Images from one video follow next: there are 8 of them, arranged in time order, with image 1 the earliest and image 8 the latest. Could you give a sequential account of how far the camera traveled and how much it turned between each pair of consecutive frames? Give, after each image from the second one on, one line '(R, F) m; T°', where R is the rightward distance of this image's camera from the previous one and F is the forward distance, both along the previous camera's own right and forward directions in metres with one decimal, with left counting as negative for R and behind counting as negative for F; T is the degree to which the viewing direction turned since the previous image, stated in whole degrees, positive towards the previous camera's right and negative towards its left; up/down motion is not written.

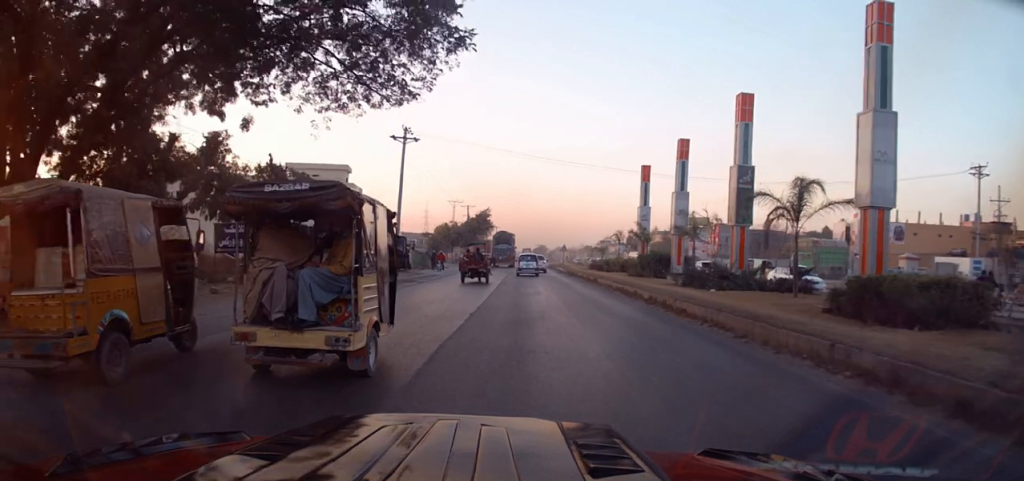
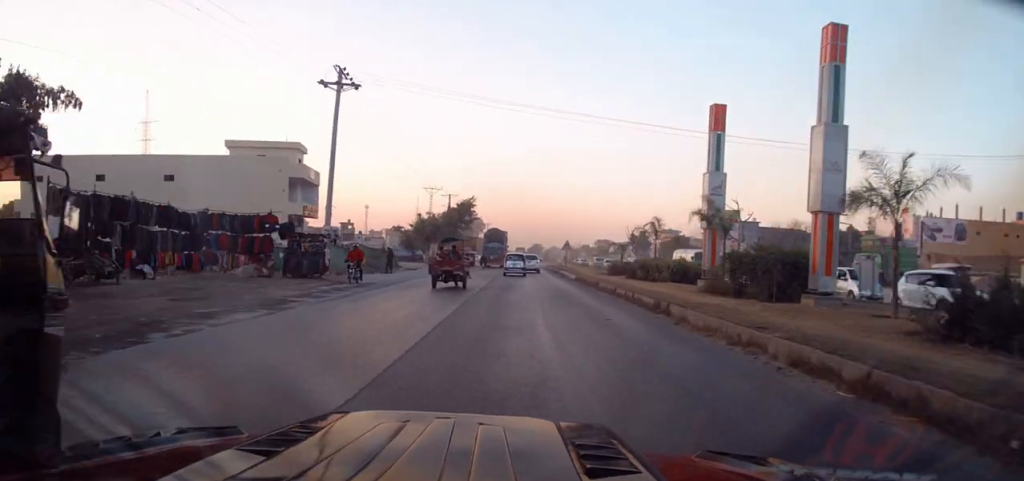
(-0.2, +21.2) m; -1°
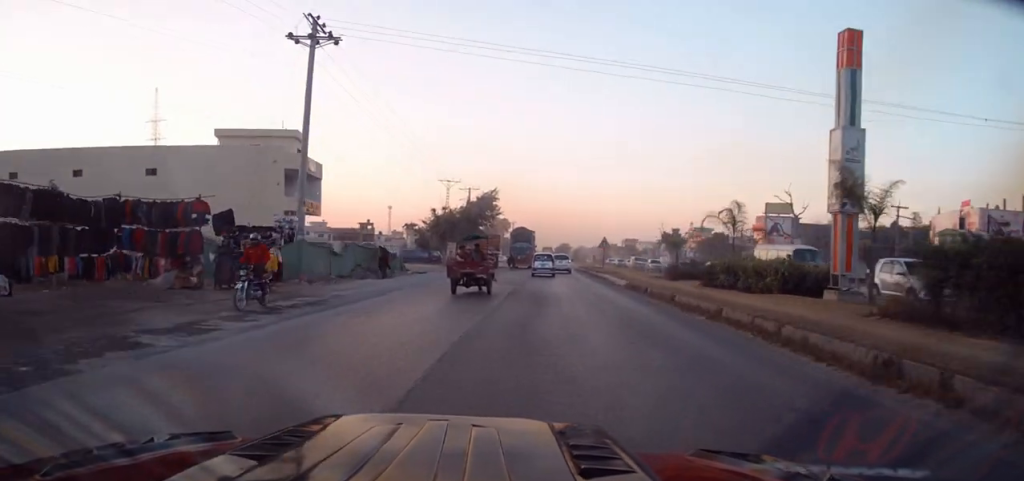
(0.0, +12.0) m; 0°
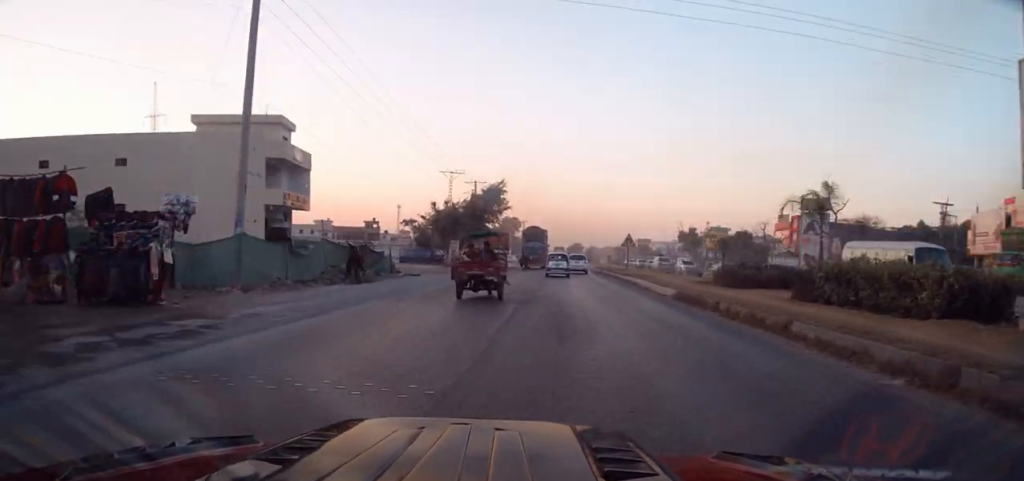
(-0.1, +10.2) m; 0°
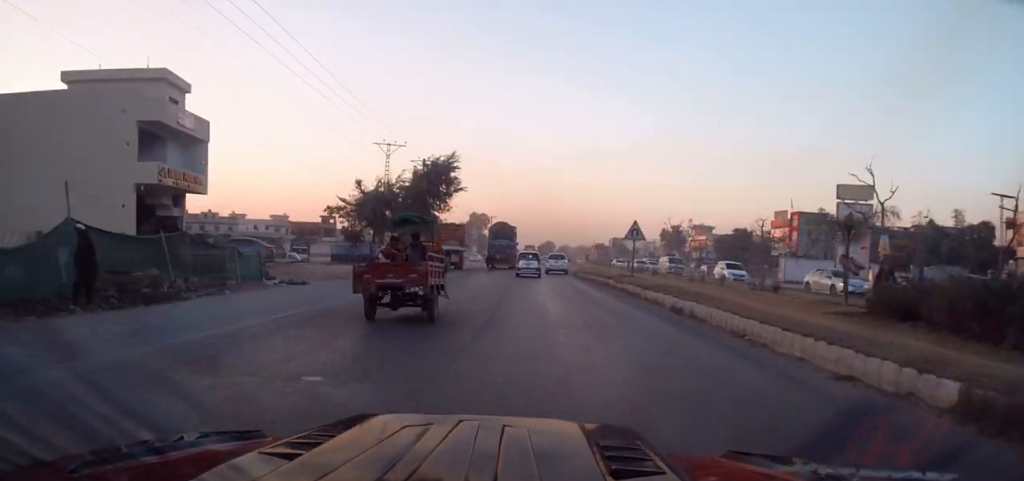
(+0.1, +25.0) m; 0°
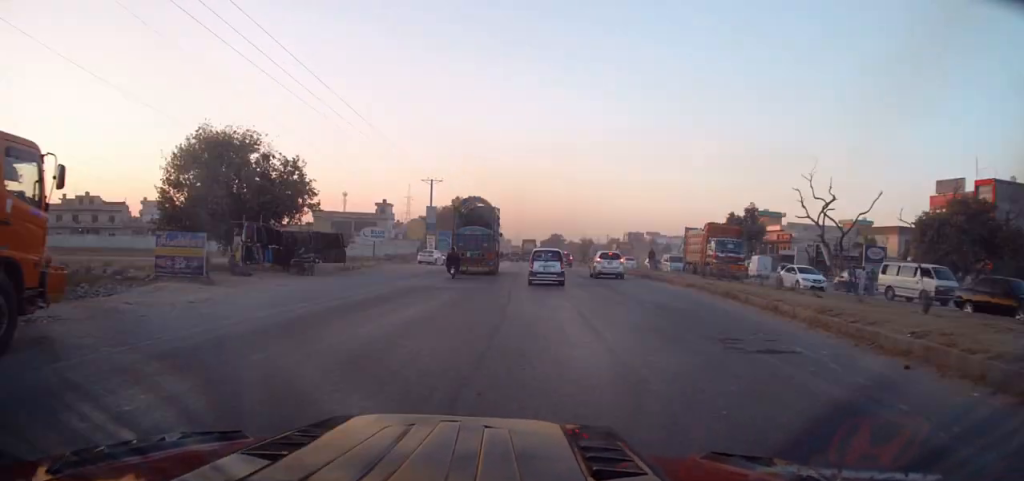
(0.0, +15.1) m; 0°
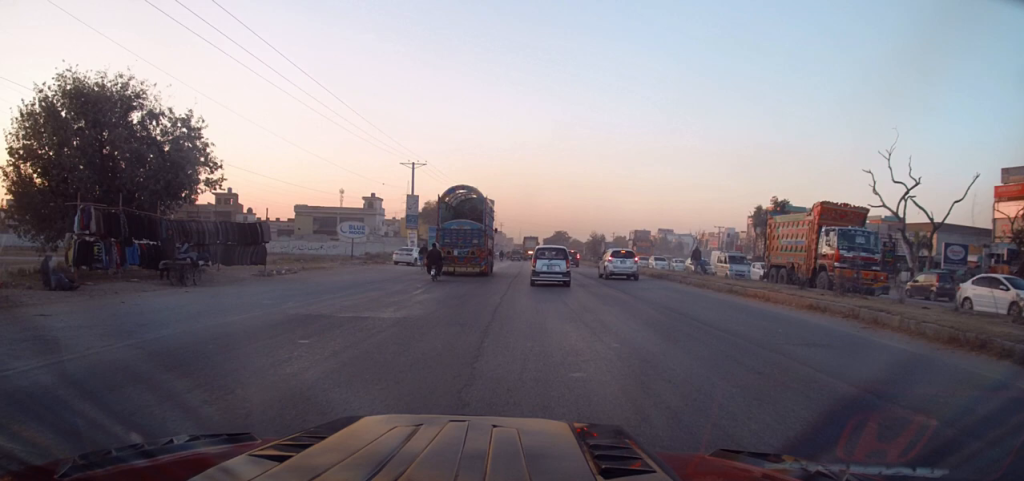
(+0.1, +16.6) m; 0°
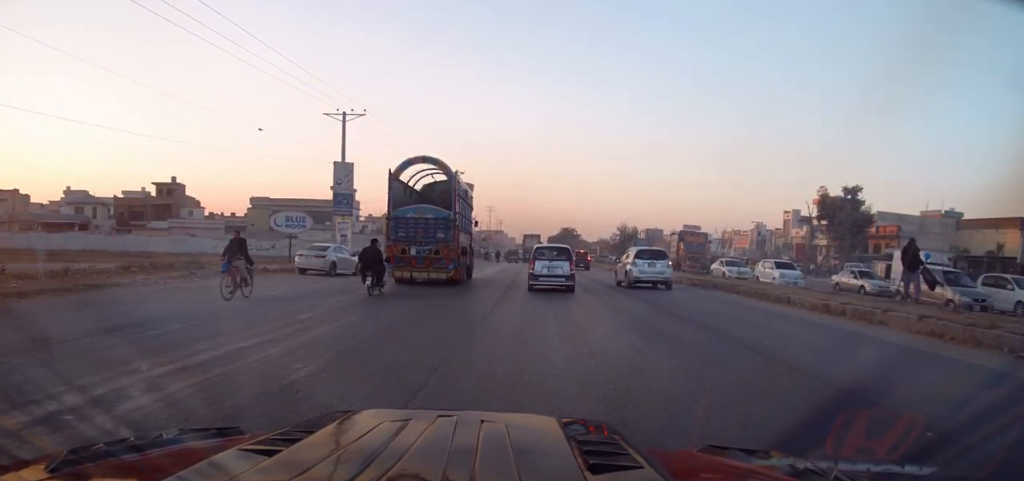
(-0.2, +26.2) m; -2°
